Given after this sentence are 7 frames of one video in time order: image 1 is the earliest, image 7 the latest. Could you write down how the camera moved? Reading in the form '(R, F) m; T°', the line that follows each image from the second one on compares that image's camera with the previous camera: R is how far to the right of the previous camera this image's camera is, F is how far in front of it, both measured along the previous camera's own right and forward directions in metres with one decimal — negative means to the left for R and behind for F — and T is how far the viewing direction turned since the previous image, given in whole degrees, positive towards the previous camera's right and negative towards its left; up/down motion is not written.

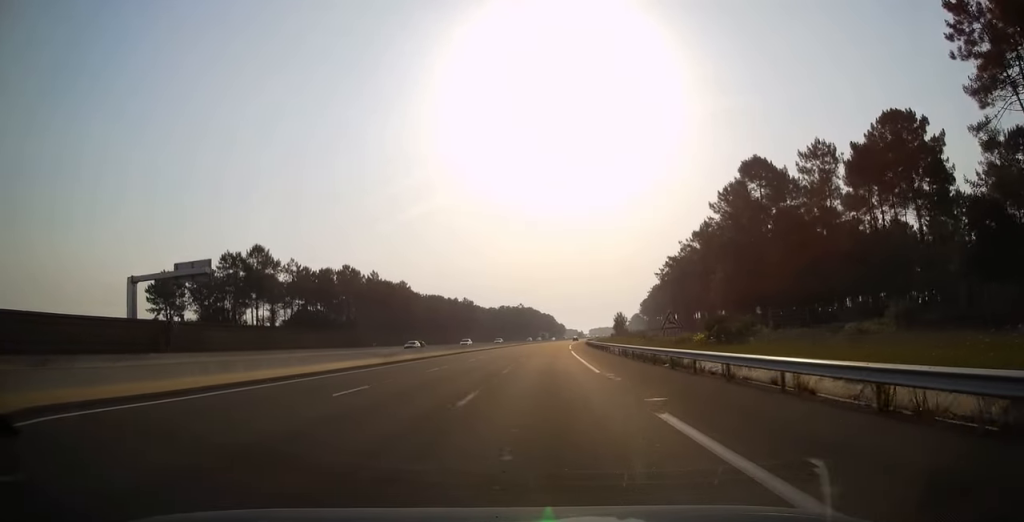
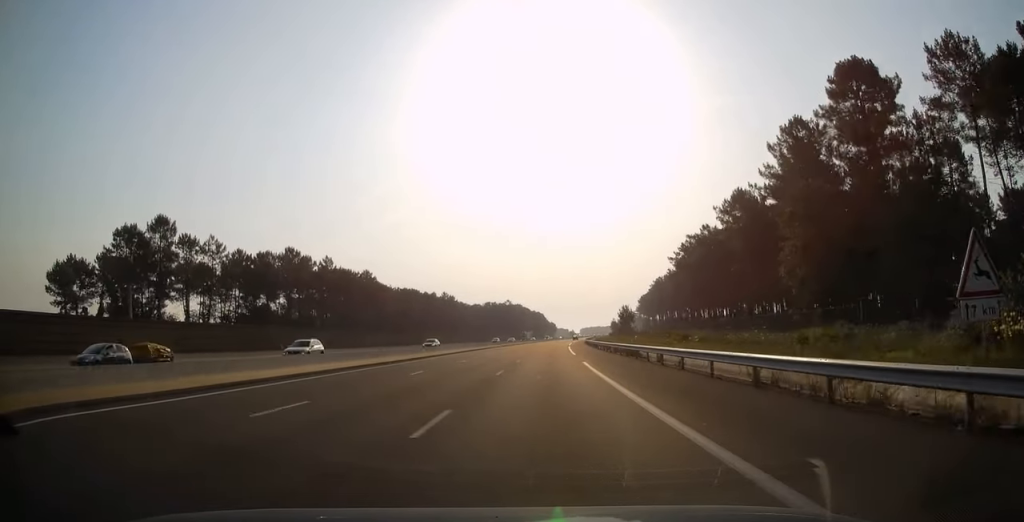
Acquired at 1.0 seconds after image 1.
(0.0, +30.5) m; +2°
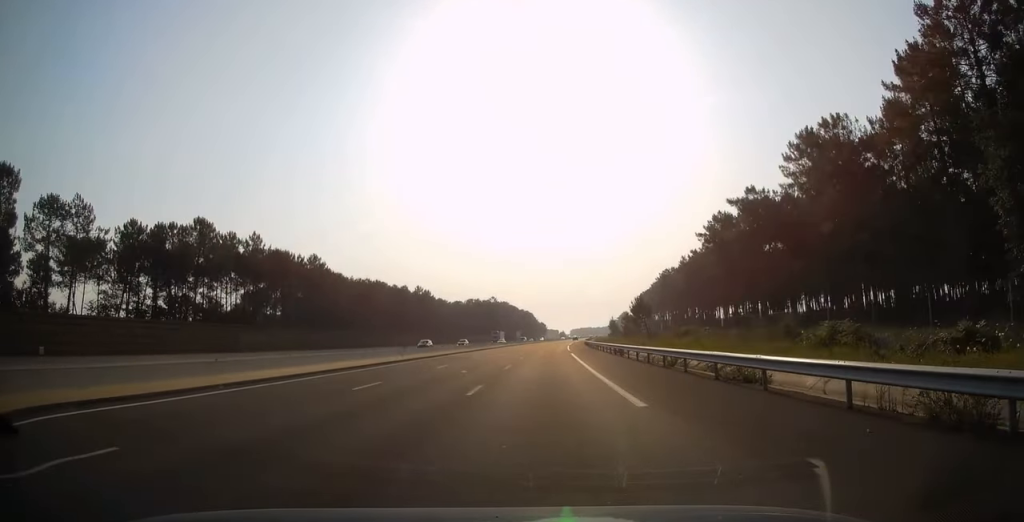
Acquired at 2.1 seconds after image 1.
(+1.0, +33.0) m; +1°
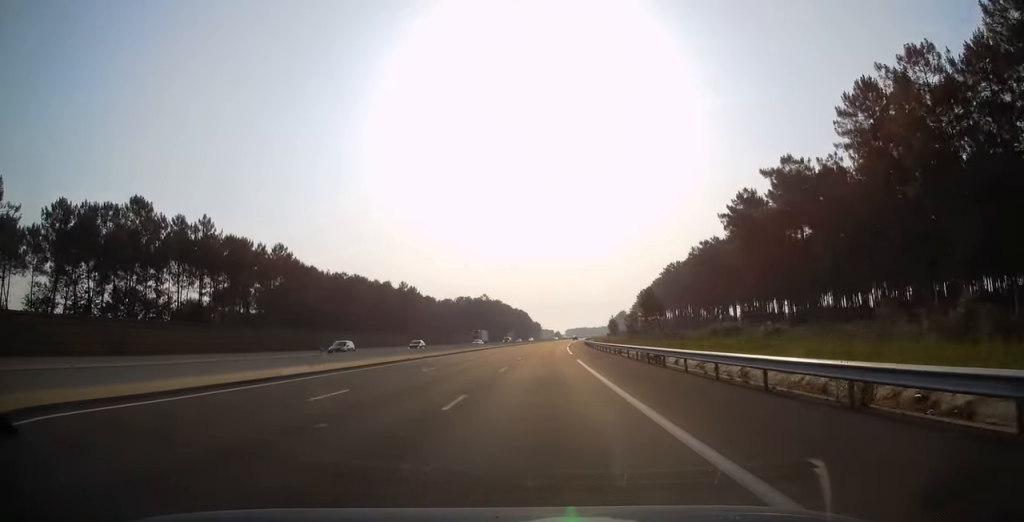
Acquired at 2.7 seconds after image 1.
(-0.3, +16.3) m; 0°
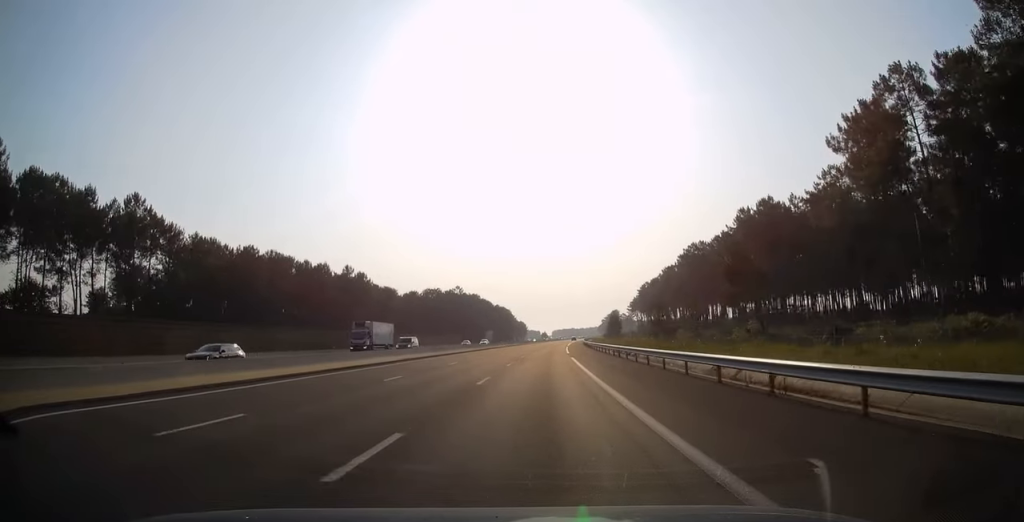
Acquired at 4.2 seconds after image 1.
(+0.4, +44.8) m; +2°
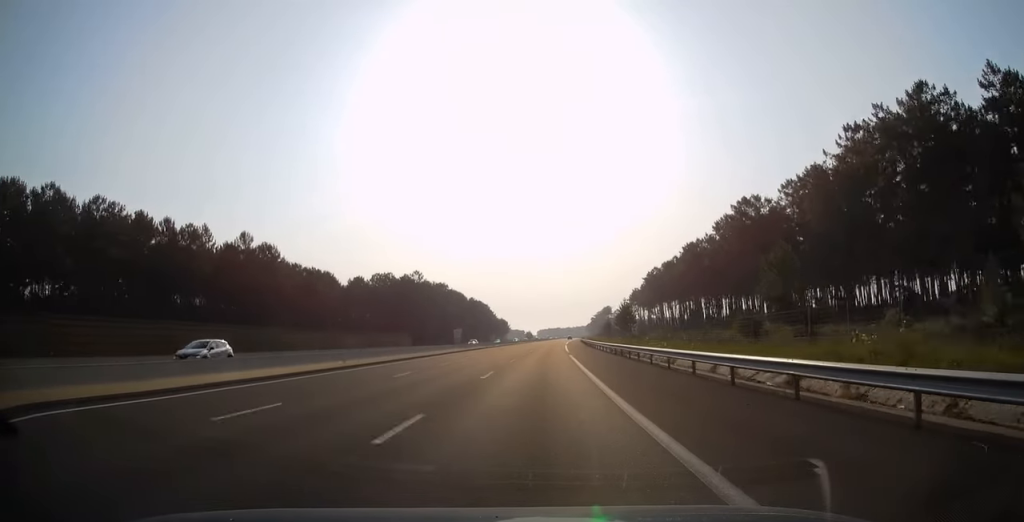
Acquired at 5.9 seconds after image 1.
(+0.7, +49.8) m; +2°
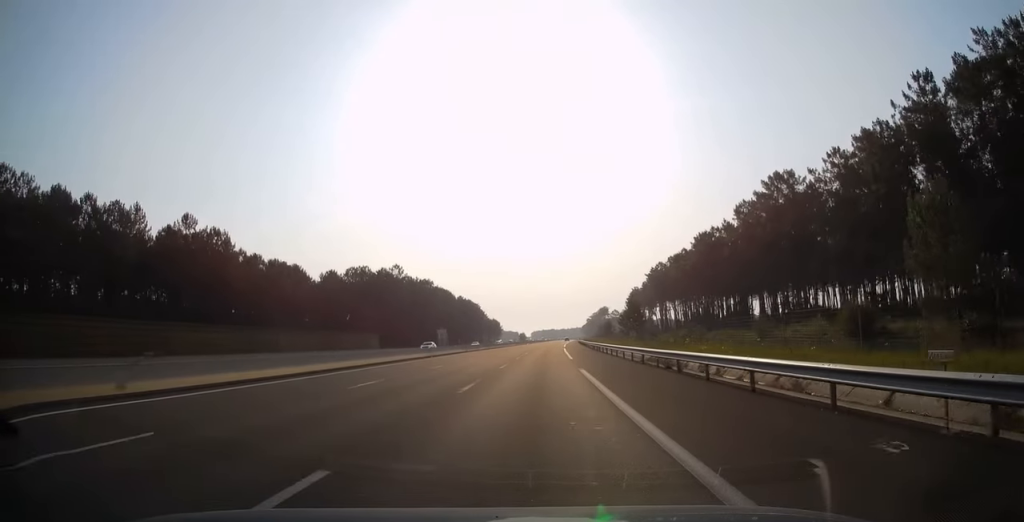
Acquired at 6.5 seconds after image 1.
(+0.1, +17.8) m; 0°
